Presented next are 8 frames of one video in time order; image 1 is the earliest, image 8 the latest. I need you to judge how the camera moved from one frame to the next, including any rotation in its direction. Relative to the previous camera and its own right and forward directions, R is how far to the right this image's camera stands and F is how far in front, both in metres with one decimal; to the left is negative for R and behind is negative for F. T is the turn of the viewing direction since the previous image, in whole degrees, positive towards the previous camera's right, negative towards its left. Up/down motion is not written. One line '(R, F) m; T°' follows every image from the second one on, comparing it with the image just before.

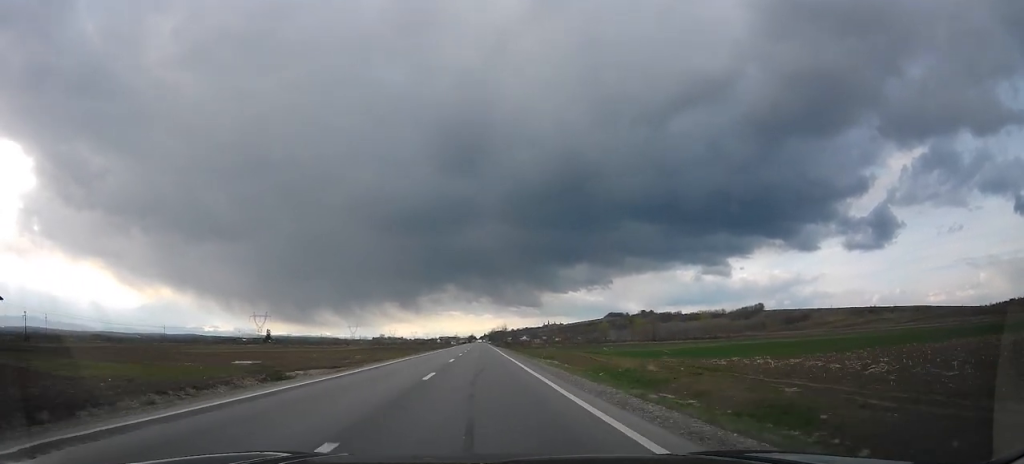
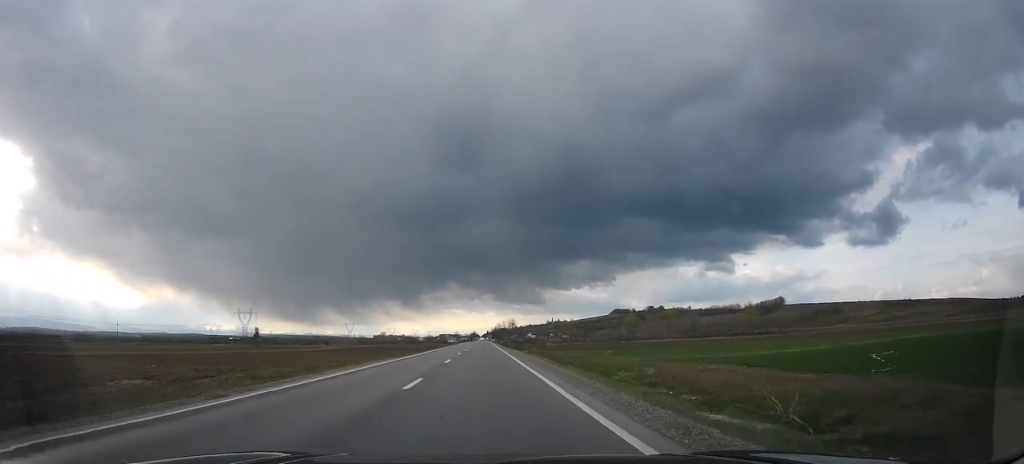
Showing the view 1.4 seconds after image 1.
(0.0, +38.8) m; 0°
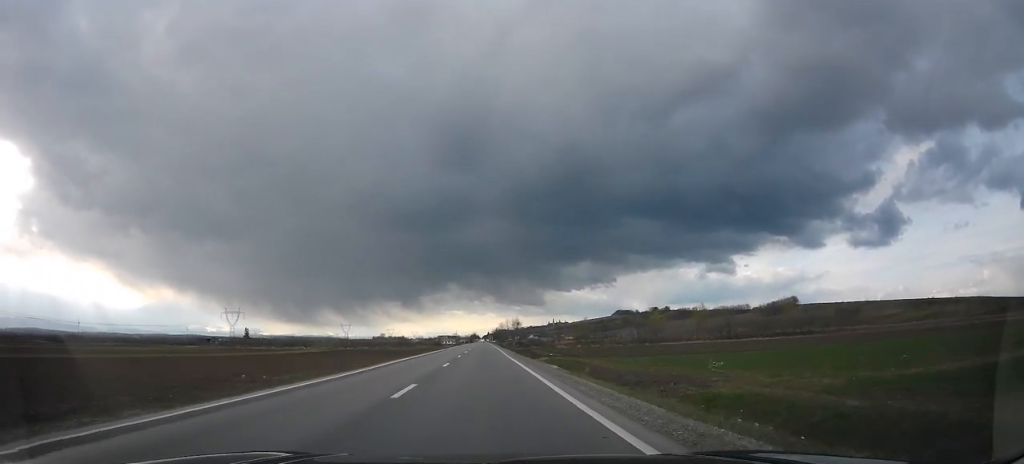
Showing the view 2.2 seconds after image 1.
(0.0, +24.7) m; 0°
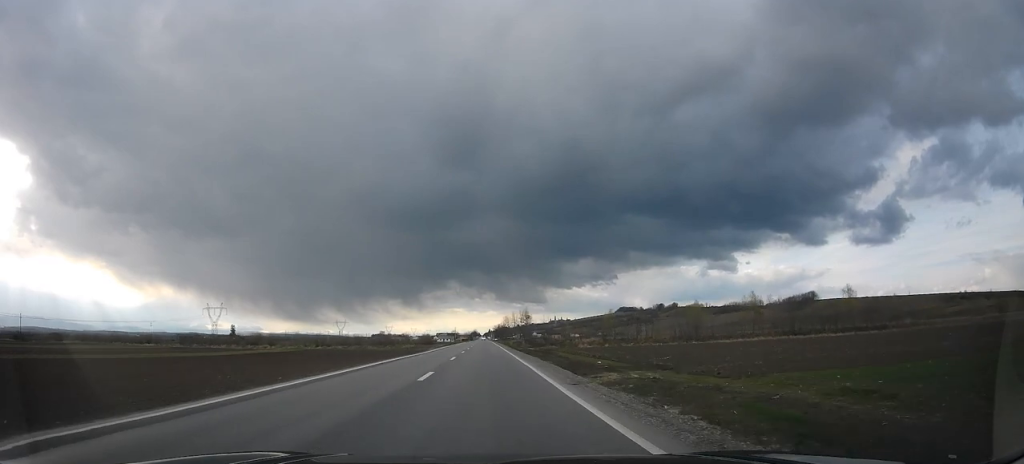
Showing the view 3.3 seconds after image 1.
(0.0, +31.5) m; 0°
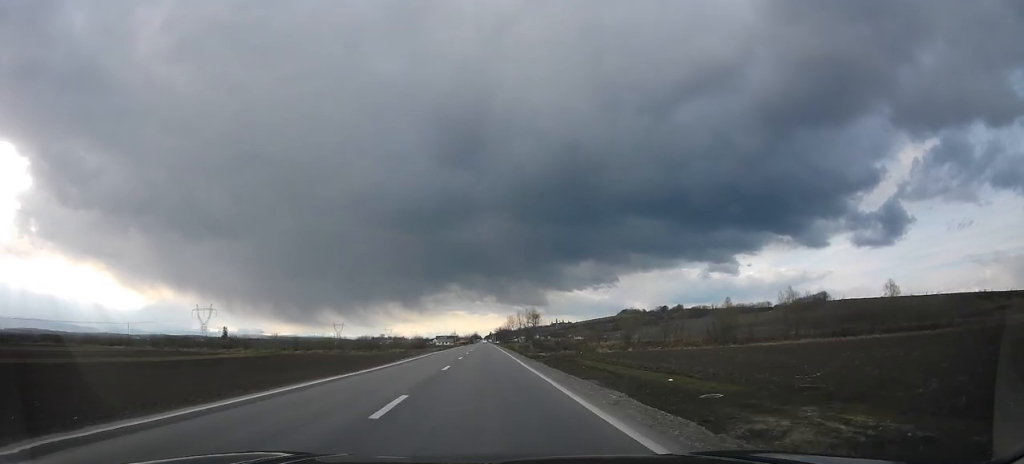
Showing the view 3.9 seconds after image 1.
(0.0, +17.3) m; 0°
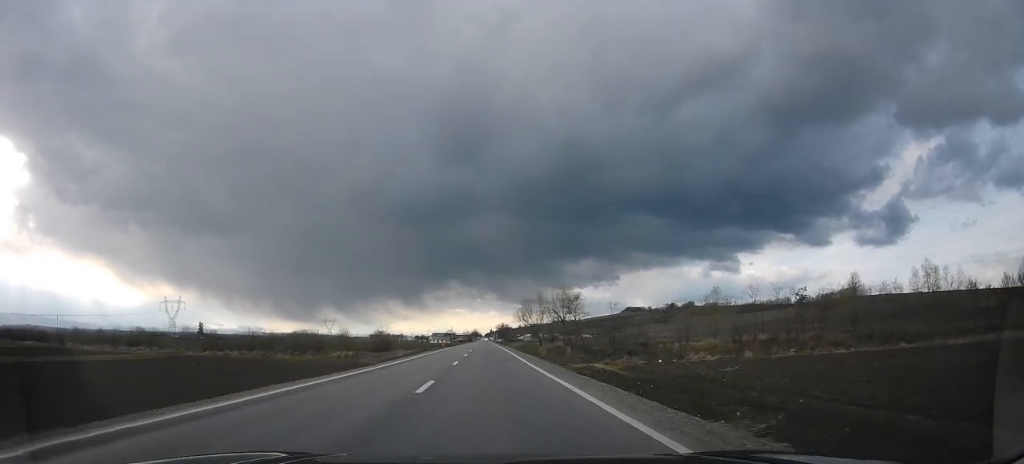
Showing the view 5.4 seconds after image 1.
(0.0, +43.5) m; 0°
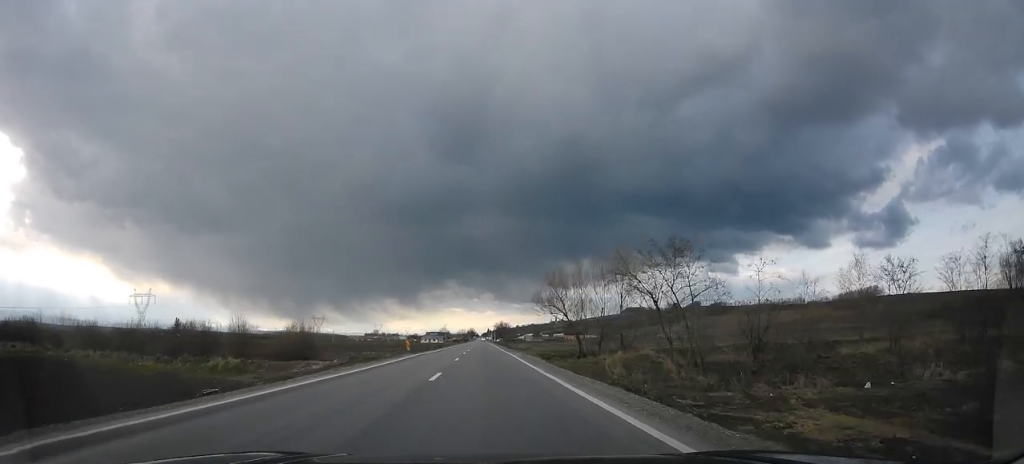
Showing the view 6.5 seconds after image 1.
(0.0, +32.2) m; 0°
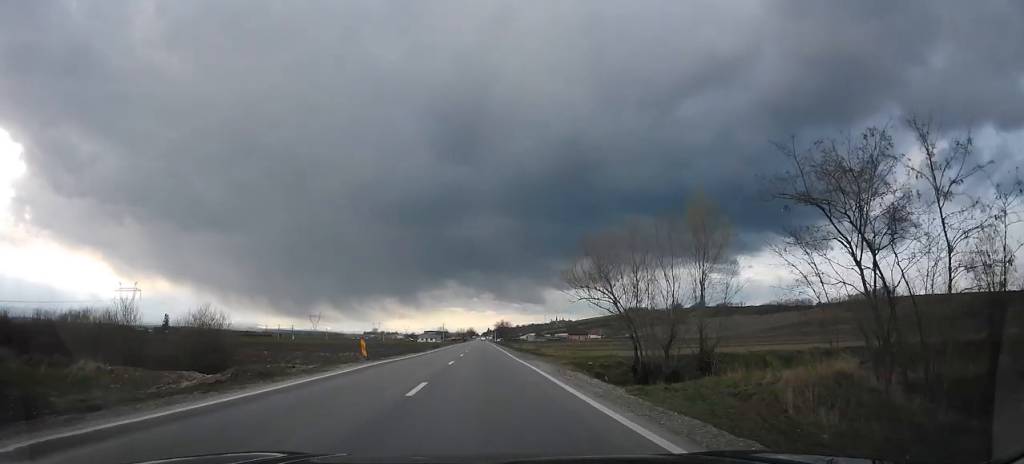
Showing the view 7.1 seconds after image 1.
(0.0, +15.7) m; 0°
